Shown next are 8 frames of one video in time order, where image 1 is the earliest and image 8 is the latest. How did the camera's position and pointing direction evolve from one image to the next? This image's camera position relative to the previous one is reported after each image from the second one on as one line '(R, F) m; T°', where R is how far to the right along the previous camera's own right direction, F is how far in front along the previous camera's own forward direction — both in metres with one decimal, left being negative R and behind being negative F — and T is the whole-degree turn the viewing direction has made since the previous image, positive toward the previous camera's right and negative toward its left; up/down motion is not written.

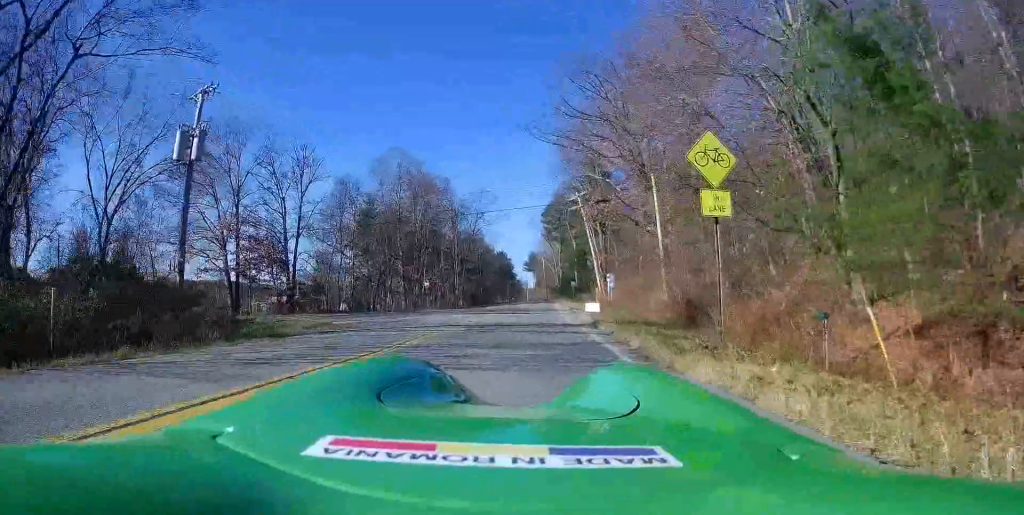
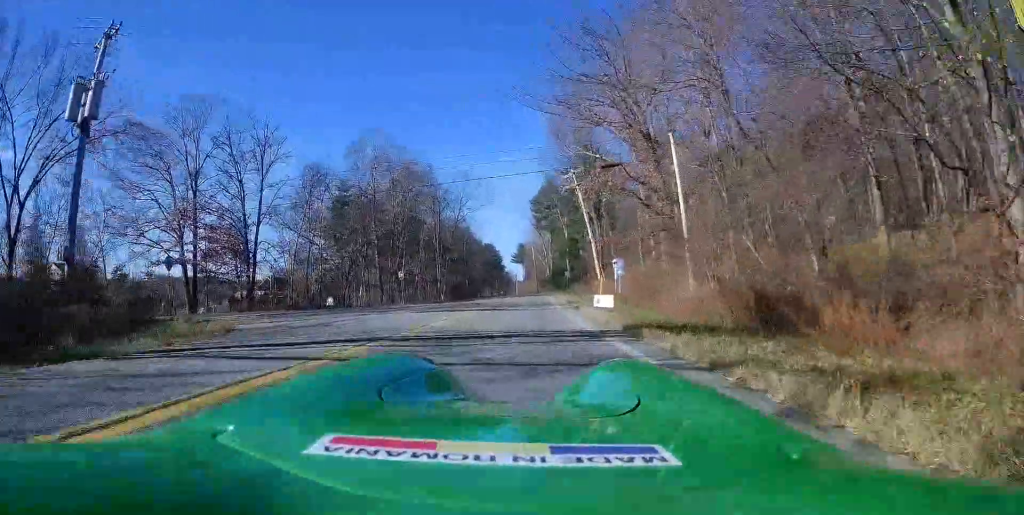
(+0.6, +7.3) m; +4°
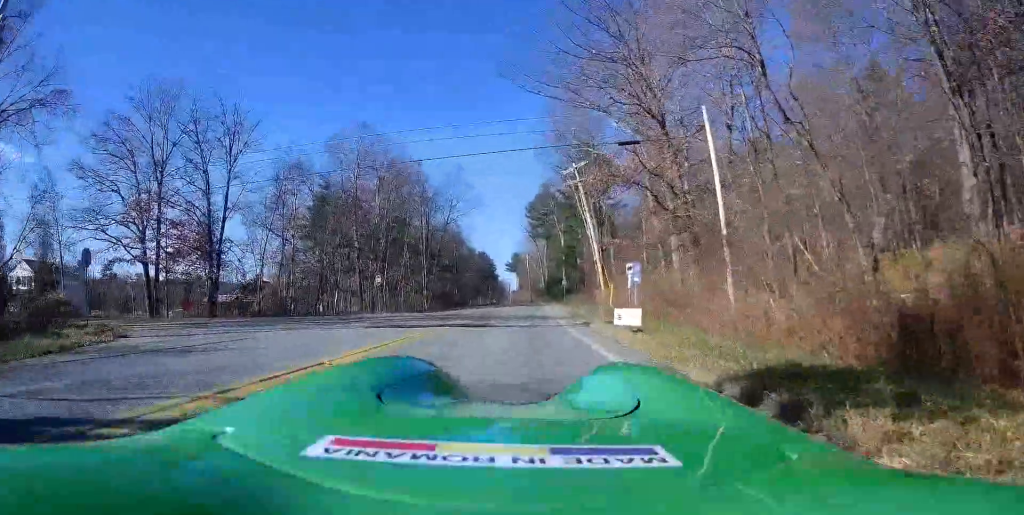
(+0.2, +6.2) m; 0°
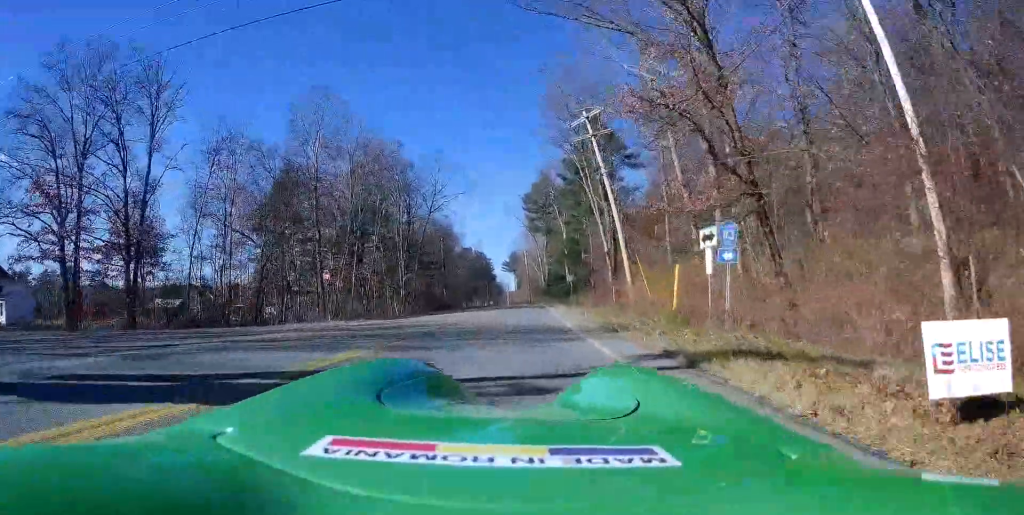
(-0.6, +11.8) m; -6°
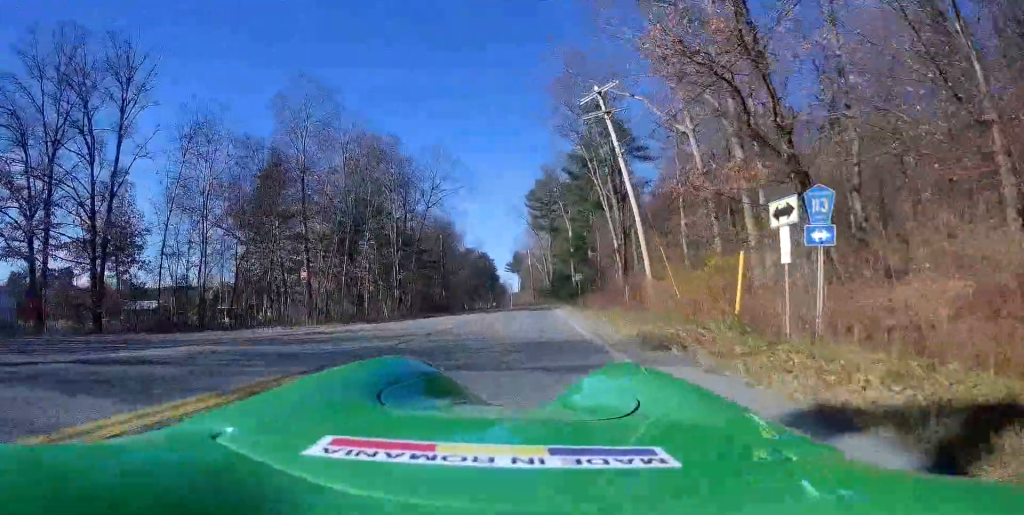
(-0.1, +4.1) m; -2°
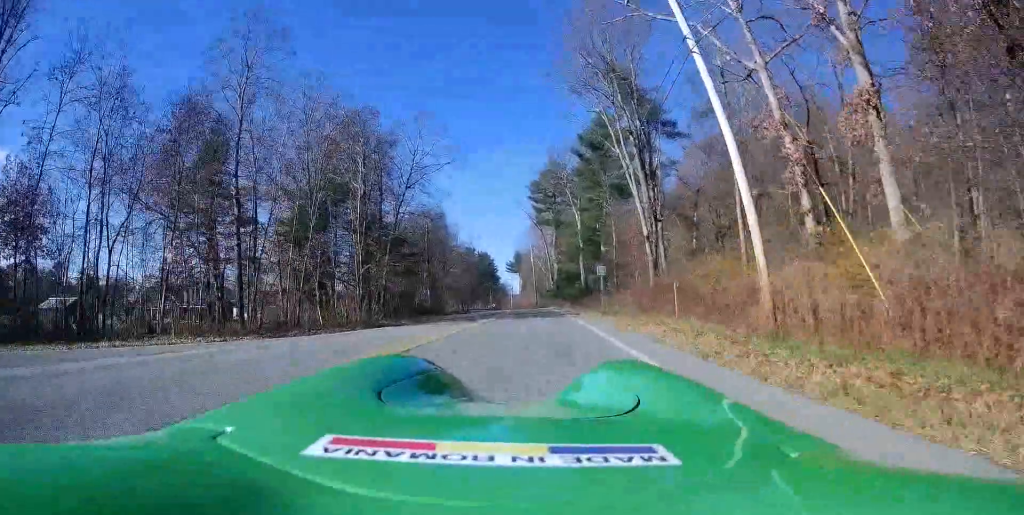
(-0.1, +12.7) m; 0°
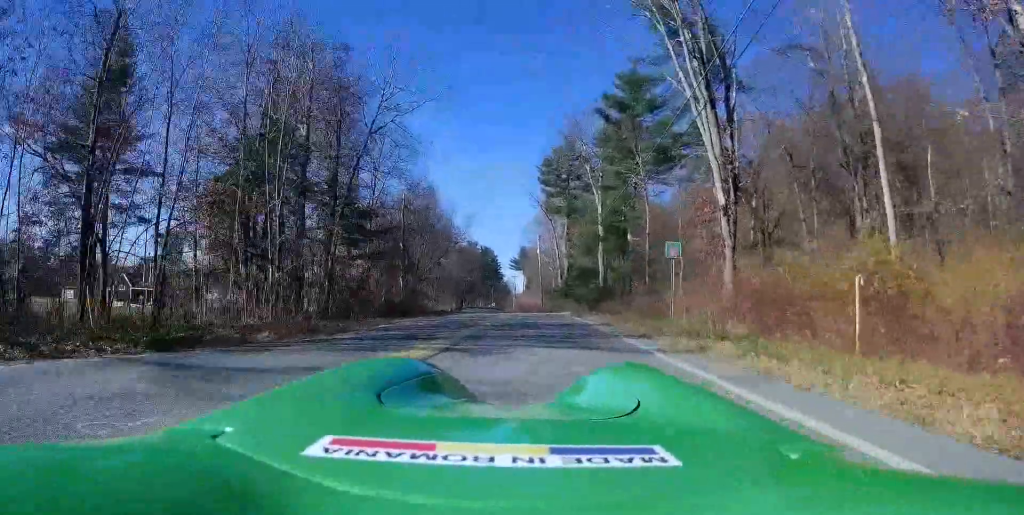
(0.0, +15.1) m; 0°
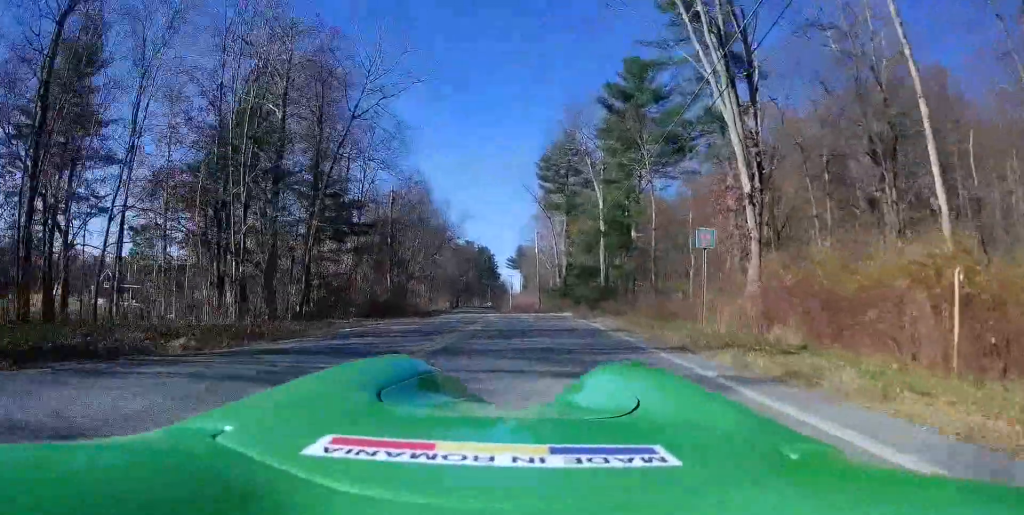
(0.0, +3.6) m; -1°
